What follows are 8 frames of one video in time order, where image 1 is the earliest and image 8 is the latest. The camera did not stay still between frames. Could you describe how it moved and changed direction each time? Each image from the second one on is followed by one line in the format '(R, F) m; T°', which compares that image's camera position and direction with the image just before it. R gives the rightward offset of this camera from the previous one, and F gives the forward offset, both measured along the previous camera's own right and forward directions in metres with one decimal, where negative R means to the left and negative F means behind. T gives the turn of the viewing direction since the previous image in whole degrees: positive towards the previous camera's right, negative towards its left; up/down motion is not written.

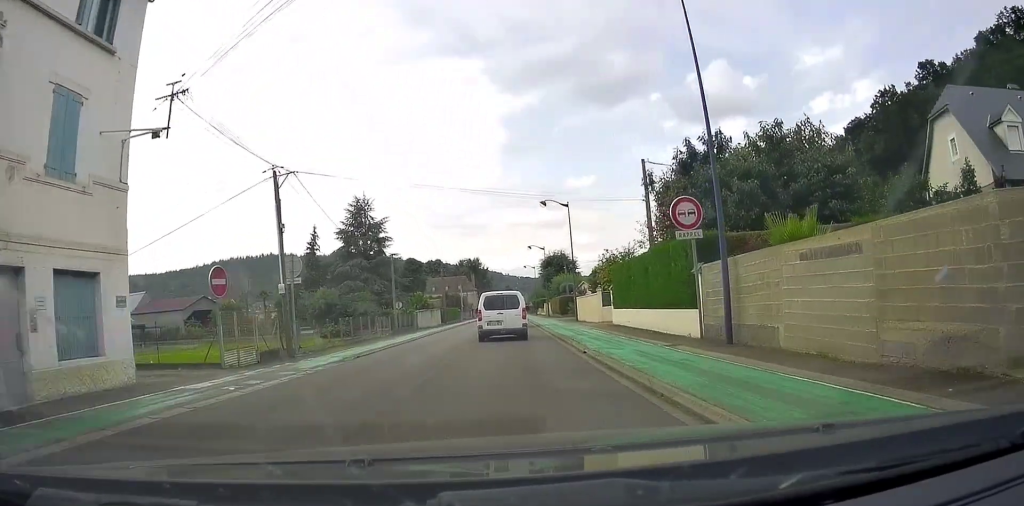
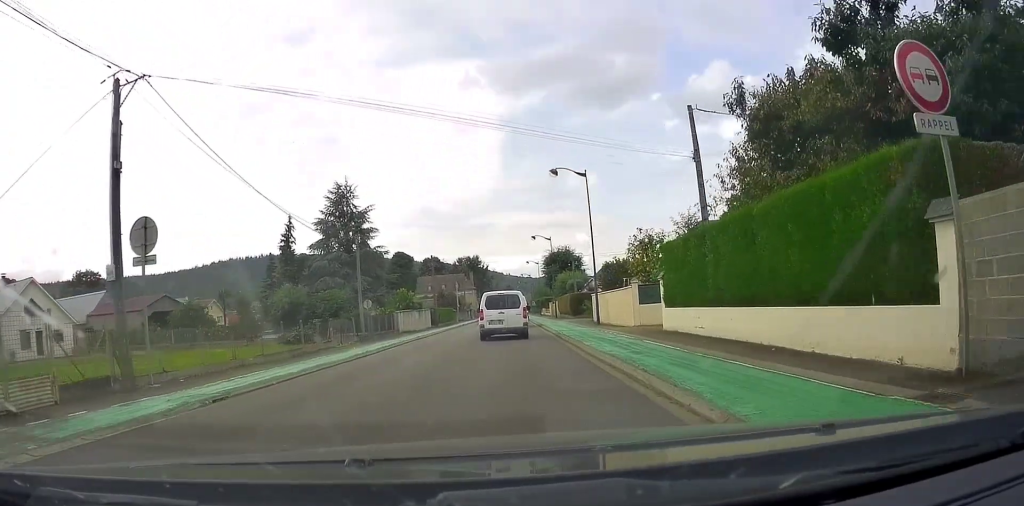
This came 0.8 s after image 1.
(-0.4, +9.6) m; -2°
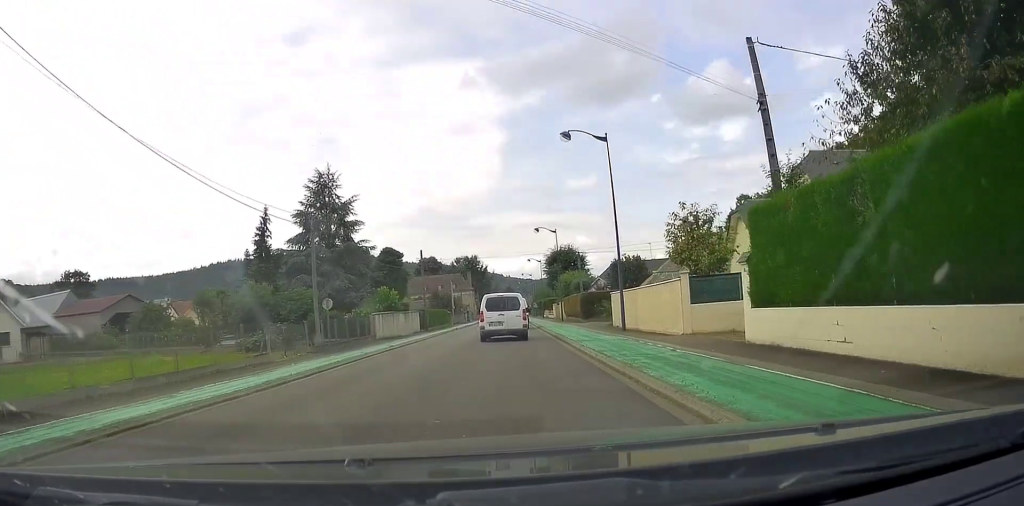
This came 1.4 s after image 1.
(-0.1, +7.3) m; 0°
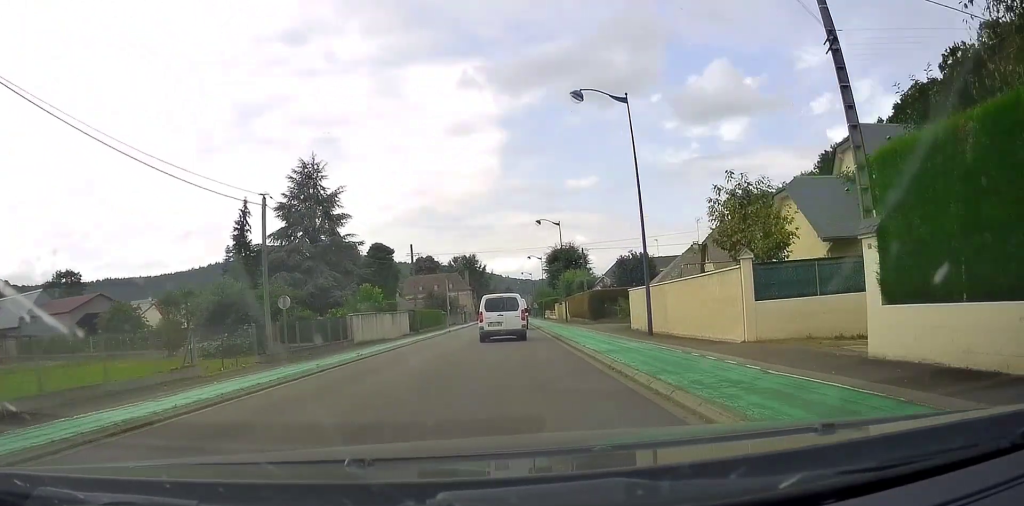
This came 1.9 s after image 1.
(+0.1, +5.0) m; +1°
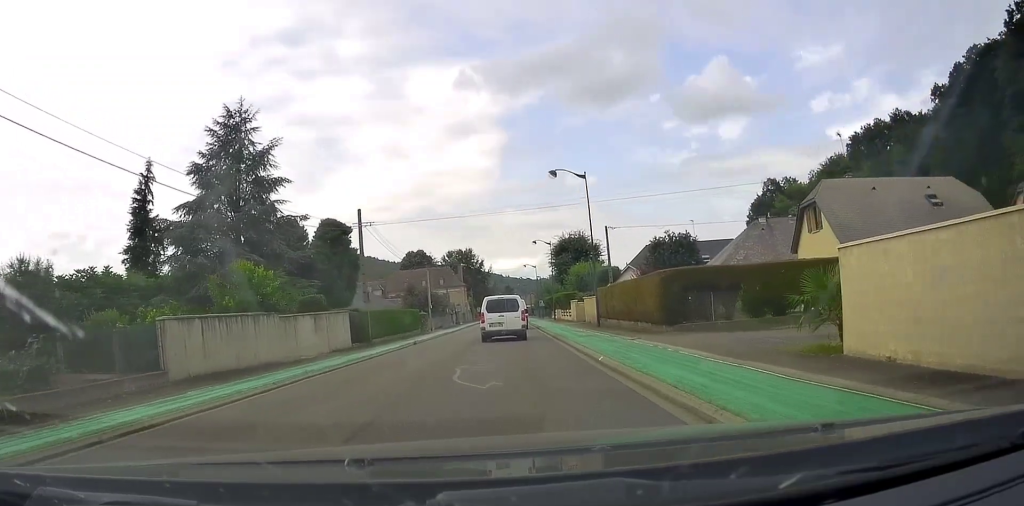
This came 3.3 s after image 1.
(+0.1, +17.4) m; -1°
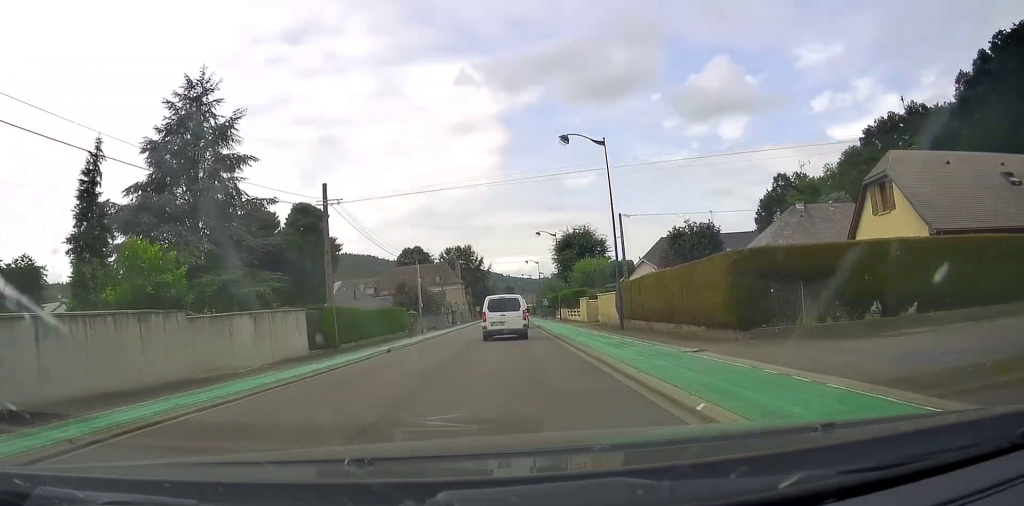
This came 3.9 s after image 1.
(-0.3, +6.3) m; 0°
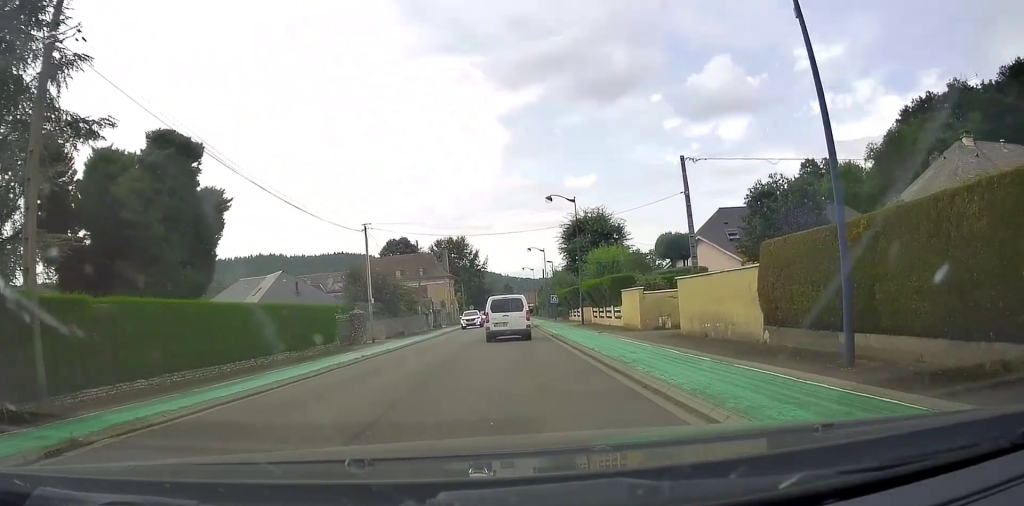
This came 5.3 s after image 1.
(+0.3, +17.3) m; 0°
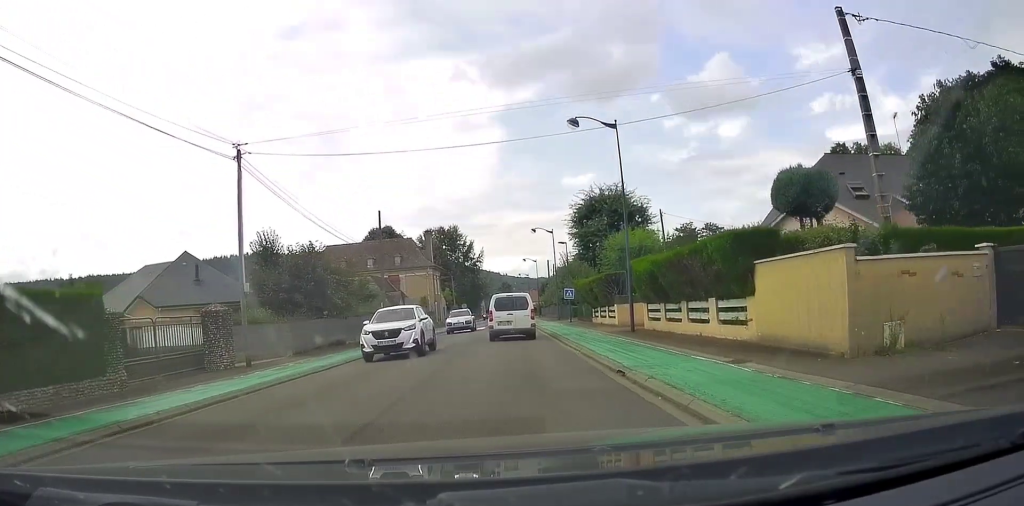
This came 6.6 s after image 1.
(-0.2, +16.1) m; +1°
